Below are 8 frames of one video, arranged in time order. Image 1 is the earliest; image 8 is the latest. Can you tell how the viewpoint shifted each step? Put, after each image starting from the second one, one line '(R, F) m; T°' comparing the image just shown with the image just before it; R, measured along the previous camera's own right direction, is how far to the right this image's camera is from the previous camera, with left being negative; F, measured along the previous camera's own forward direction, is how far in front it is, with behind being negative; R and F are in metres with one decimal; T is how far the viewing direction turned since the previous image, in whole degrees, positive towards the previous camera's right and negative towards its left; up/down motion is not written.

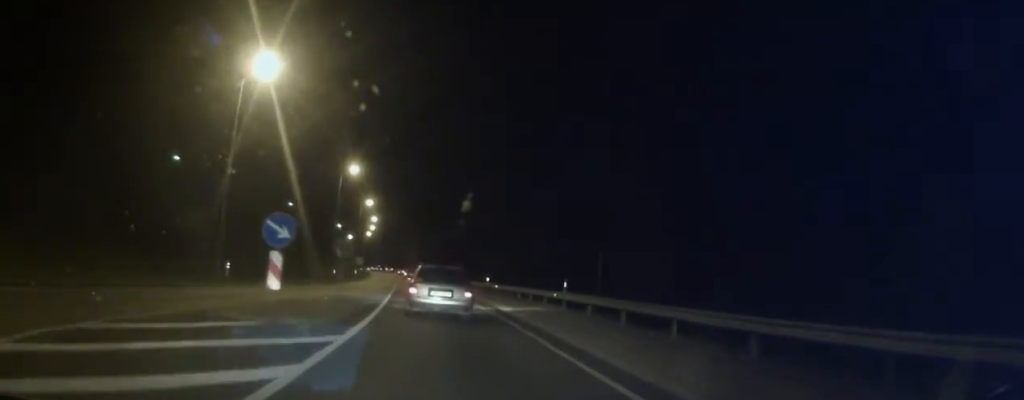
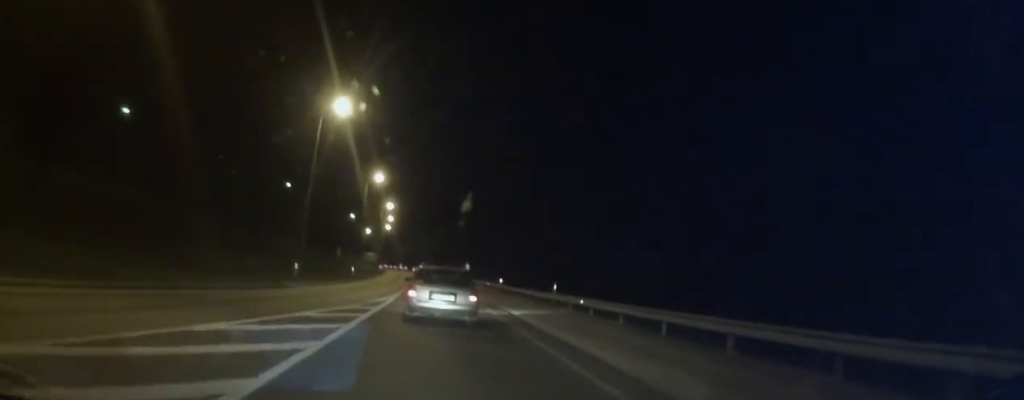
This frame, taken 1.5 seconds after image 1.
(-0.7, +23.5) m; -4°
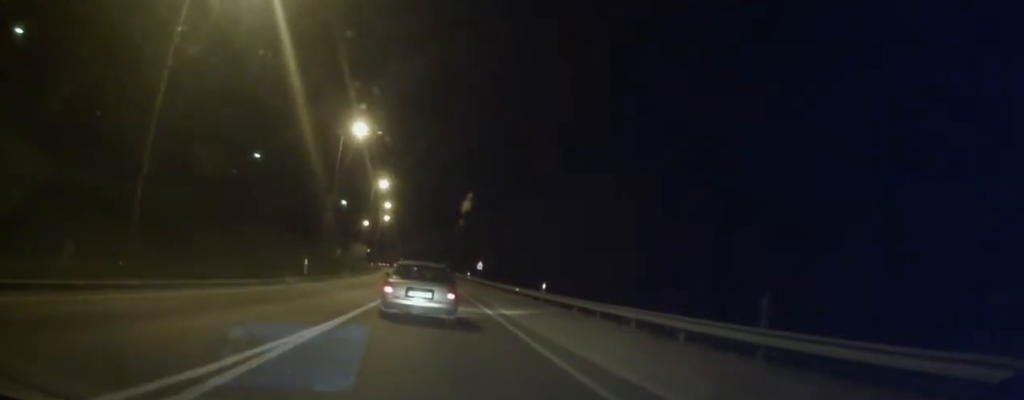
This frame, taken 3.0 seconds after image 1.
(-0.1, +22.0) m; 0°
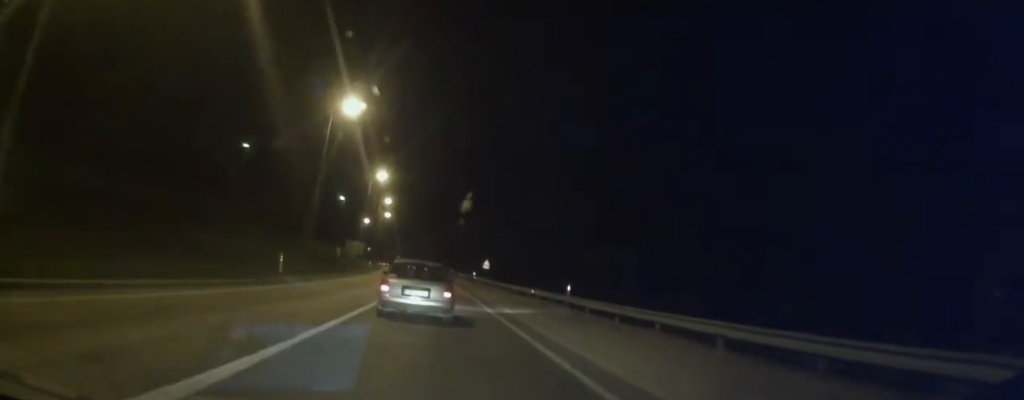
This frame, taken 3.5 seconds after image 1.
(+0.2, +6.2) m; 0°
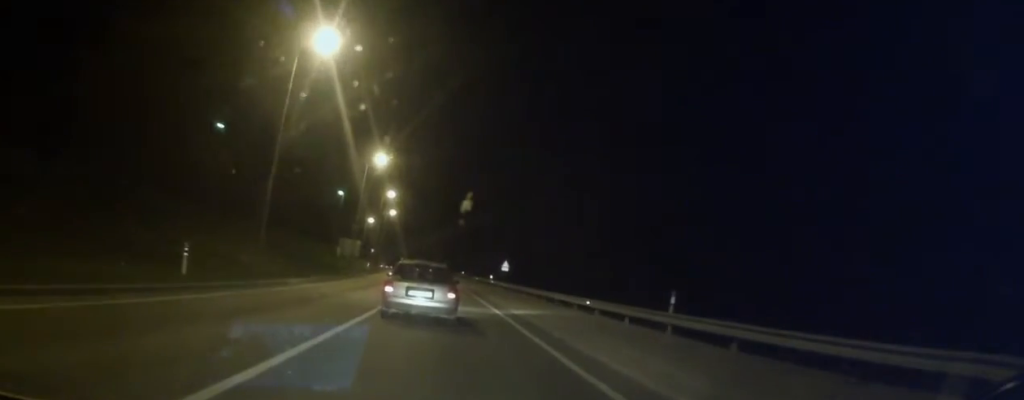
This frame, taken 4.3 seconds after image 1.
(-0.4, +12.4) m; -1°
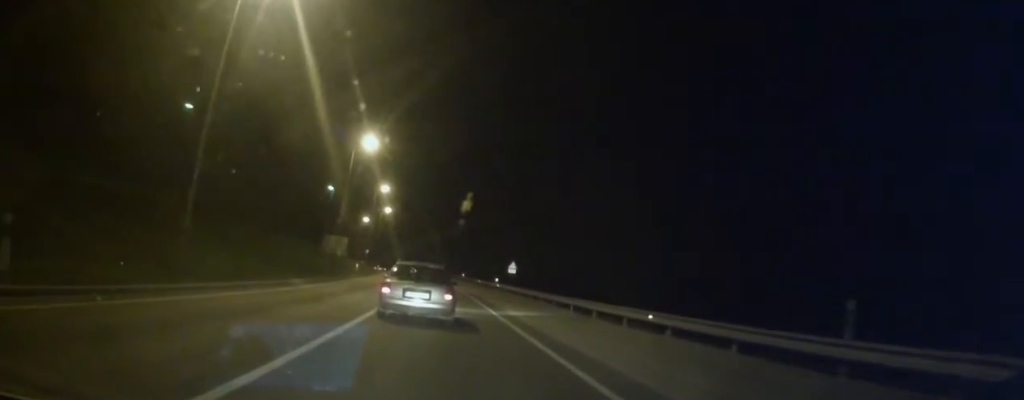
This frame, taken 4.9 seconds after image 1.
(0.0, +8.0) m; -1°
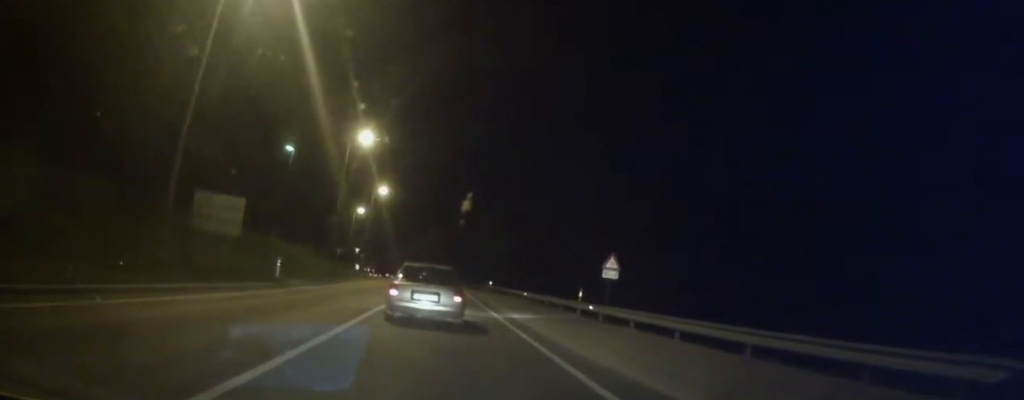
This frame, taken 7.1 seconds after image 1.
(-0.2, +32.0) m; -1°
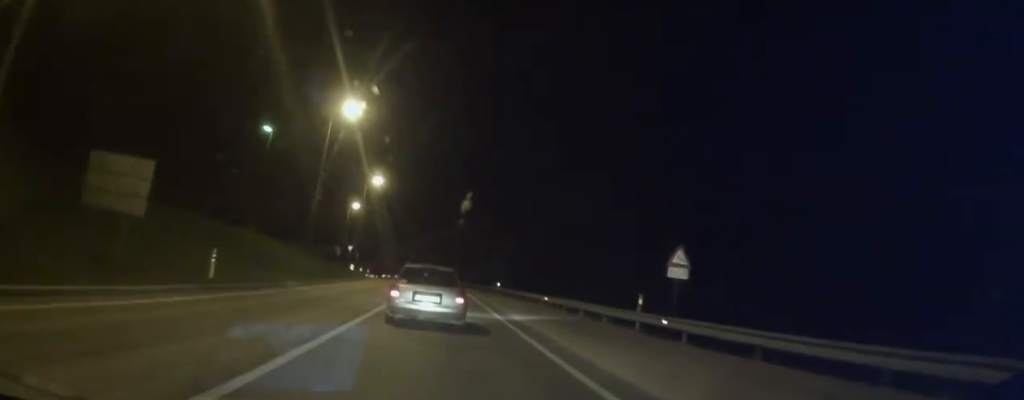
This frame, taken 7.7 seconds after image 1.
(+0.1, +8.2) m; 0°
